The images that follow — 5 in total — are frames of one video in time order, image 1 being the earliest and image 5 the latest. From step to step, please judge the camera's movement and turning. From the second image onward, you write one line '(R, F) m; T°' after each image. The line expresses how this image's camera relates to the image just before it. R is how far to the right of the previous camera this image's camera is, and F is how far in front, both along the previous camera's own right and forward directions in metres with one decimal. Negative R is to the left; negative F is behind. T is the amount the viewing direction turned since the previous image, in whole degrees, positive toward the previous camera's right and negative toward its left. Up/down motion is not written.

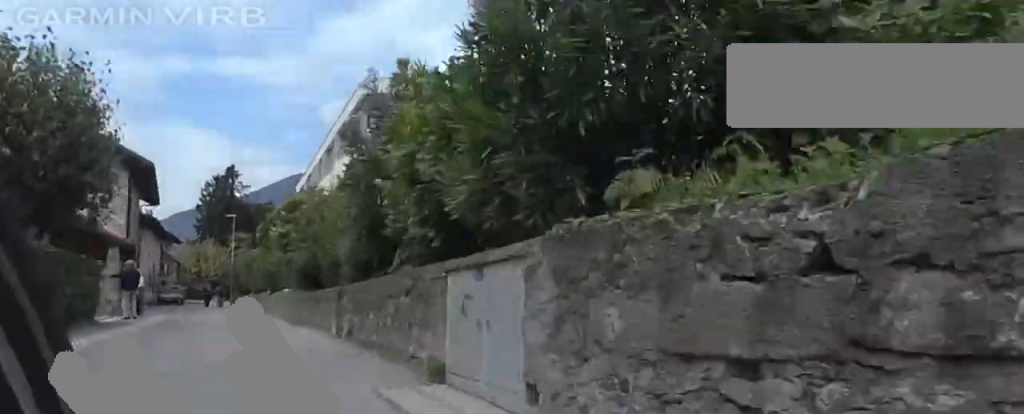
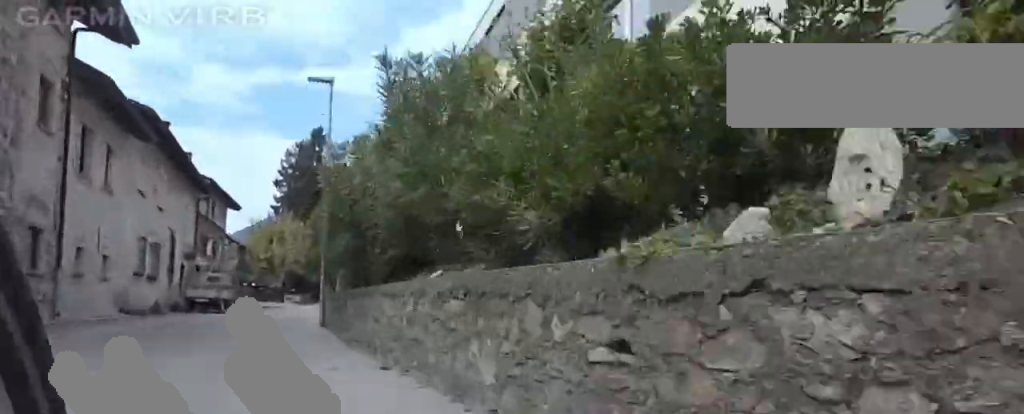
(+1.2, +28.4) m; +2°
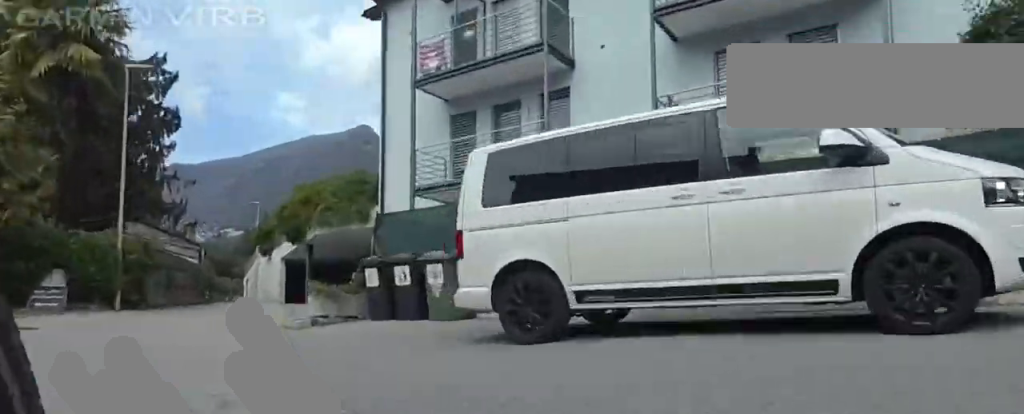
(0.0, +34.4) m; 0°
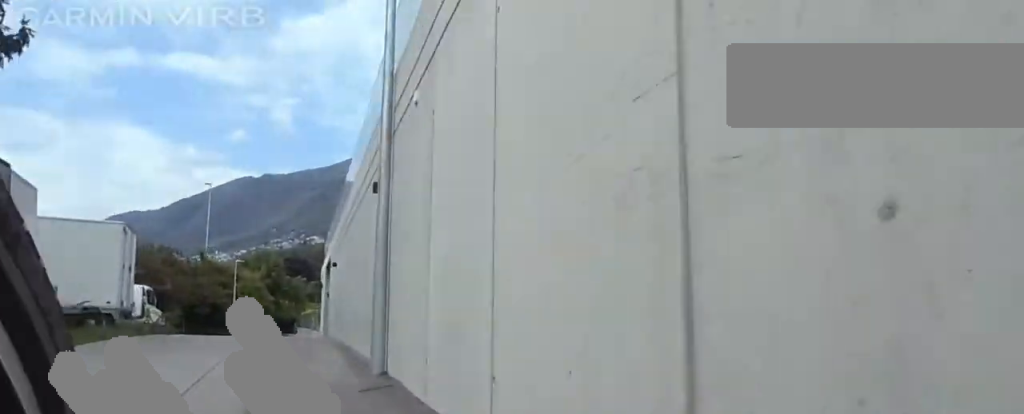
(+0.4, +35.3) m; +4°
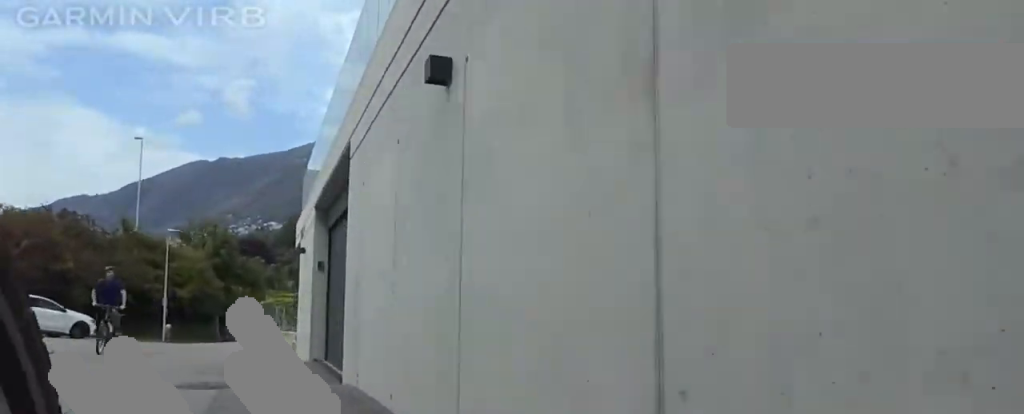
(+0.5, +10.4) m; +1°
